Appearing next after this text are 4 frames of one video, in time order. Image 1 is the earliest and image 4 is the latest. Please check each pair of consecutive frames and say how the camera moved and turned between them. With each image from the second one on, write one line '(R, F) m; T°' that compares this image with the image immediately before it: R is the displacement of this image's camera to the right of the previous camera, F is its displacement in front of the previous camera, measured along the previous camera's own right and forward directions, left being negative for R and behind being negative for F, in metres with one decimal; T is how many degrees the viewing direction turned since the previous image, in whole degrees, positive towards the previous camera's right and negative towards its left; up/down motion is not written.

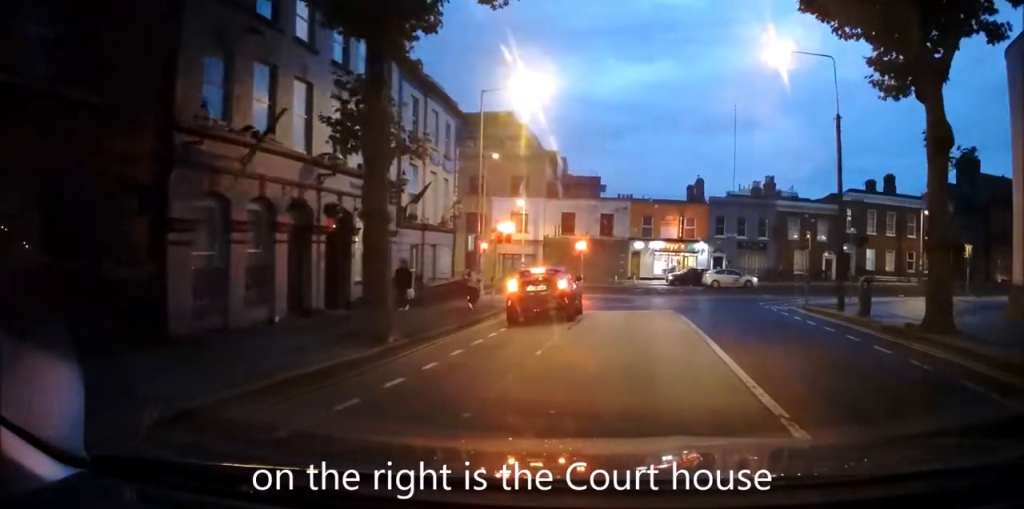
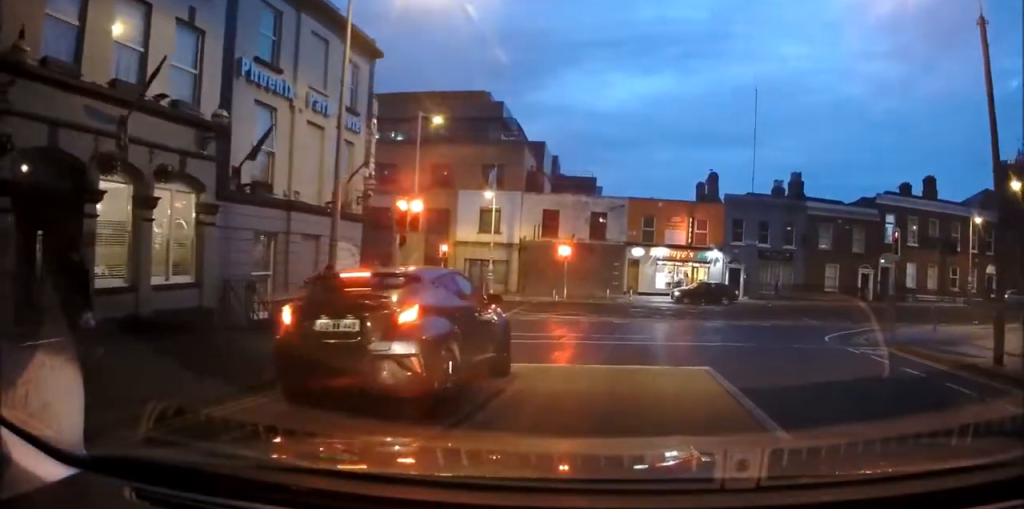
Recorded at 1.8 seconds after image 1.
(+1.5, +8.1) m; +13°
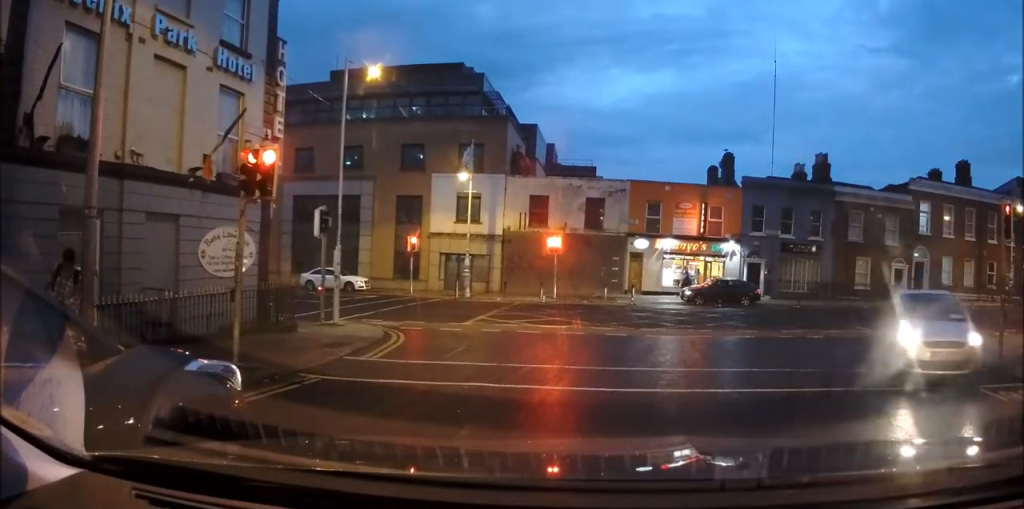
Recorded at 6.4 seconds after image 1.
(-0.6, +7.1) m; -5°
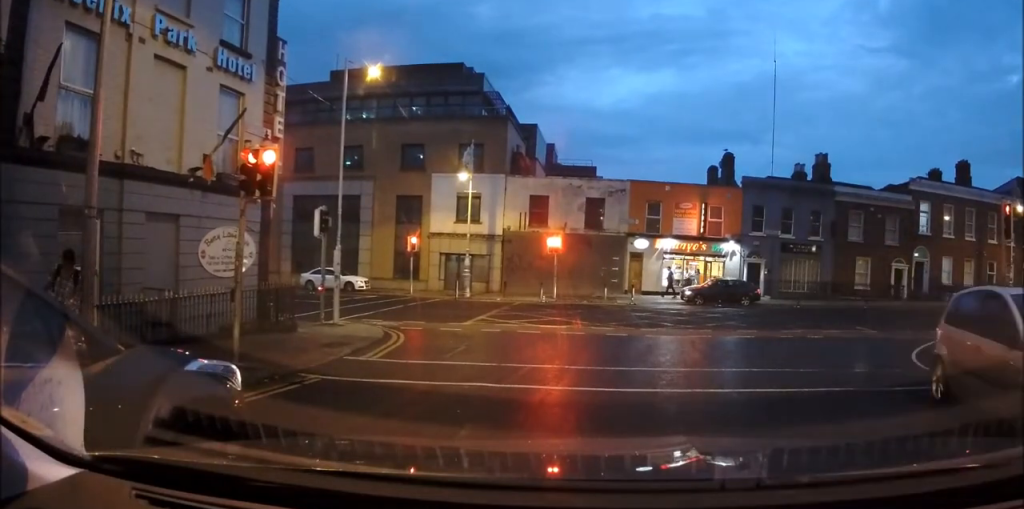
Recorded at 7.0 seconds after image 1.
(0.0, 0.0) m; 0°
